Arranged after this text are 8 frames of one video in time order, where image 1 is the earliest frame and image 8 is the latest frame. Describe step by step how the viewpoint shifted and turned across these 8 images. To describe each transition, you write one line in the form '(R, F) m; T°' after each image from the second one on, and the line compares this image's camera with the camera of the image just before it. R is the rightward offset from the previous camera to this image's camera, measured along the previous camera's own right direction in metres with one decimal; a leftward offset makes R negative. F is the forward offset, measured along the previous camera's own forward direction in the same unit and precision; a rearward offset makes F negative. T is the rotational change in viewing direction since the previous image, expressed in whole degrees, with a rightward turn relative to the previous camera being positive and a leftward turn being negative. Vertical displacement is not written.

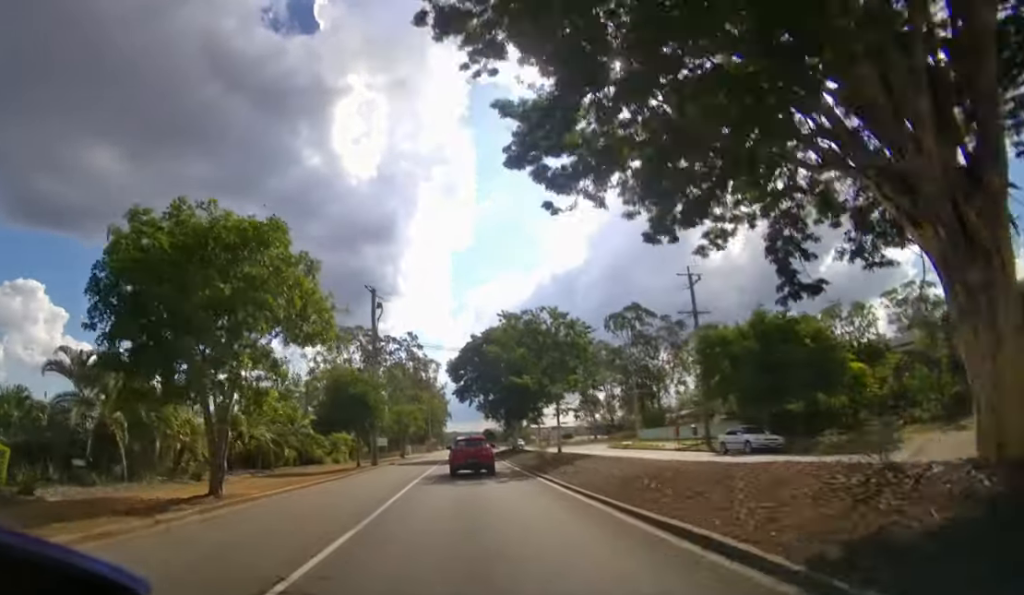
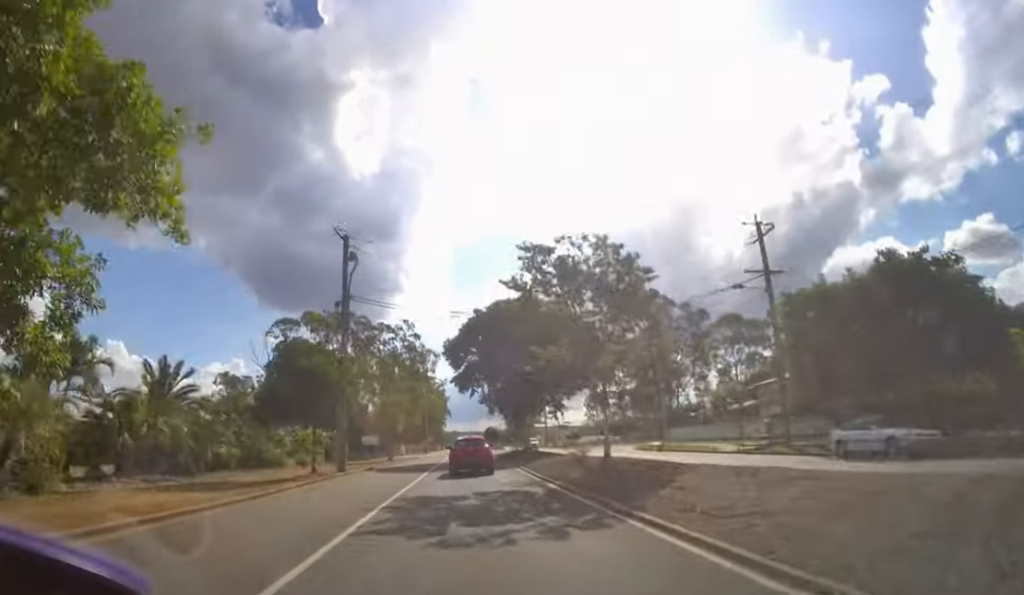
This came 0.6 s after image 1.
(0.0, +9.1) m; 0°
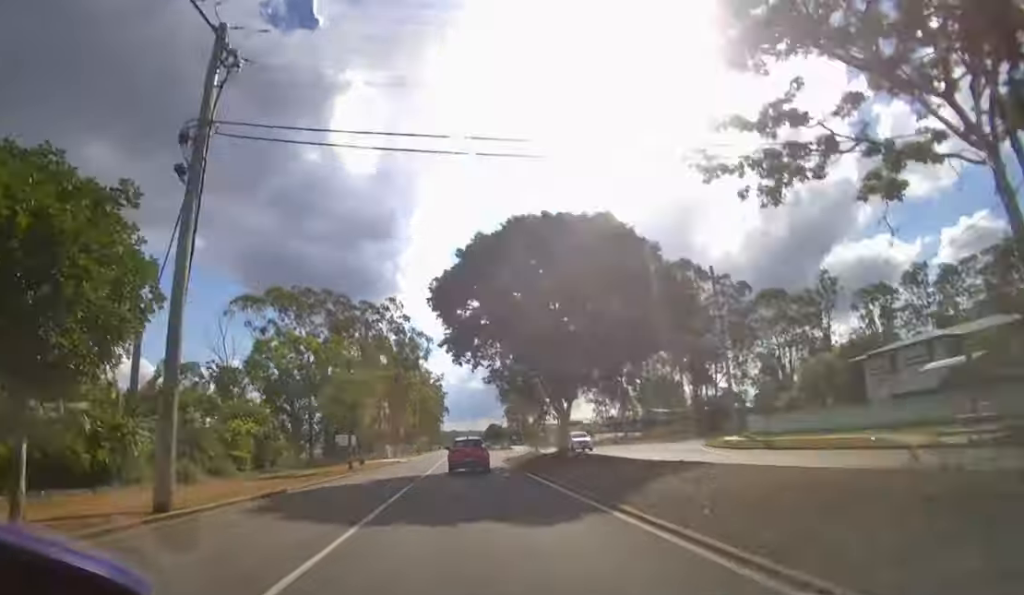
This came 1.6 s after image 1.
(0.0, +14.8) m; 0°
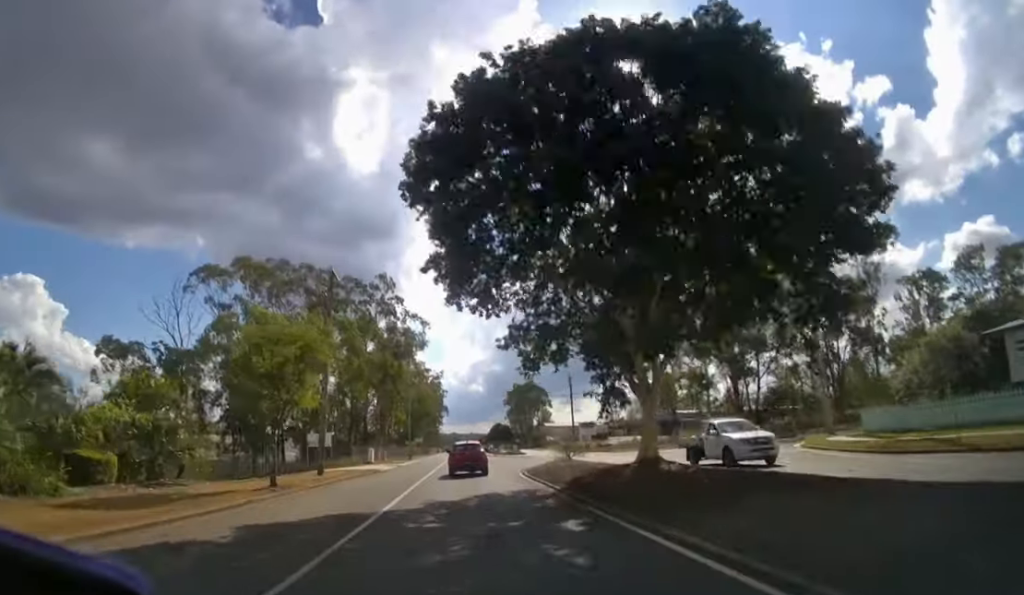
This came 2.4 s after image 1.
(0.0, +11.0) m; 0°
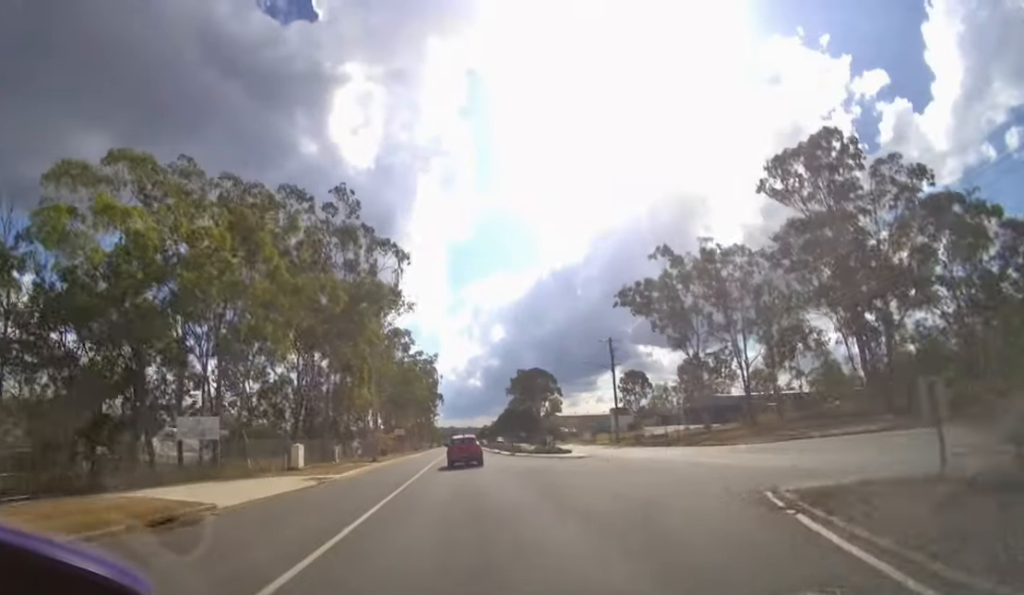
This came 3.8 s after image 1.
(-0.1, +20.3) m; 0°
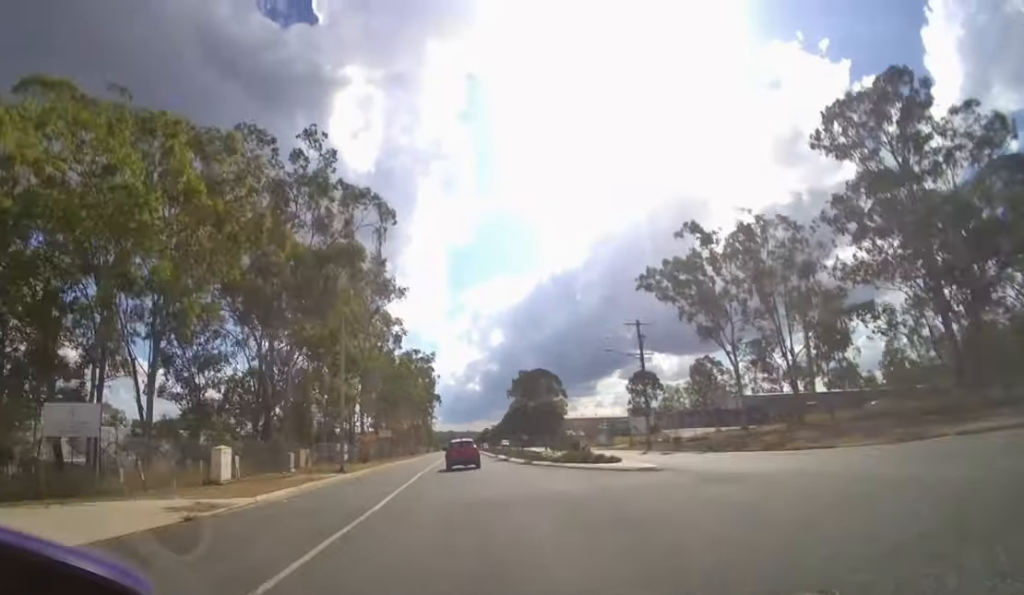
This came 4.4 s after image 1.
(0.0, +8.1) m; 0°
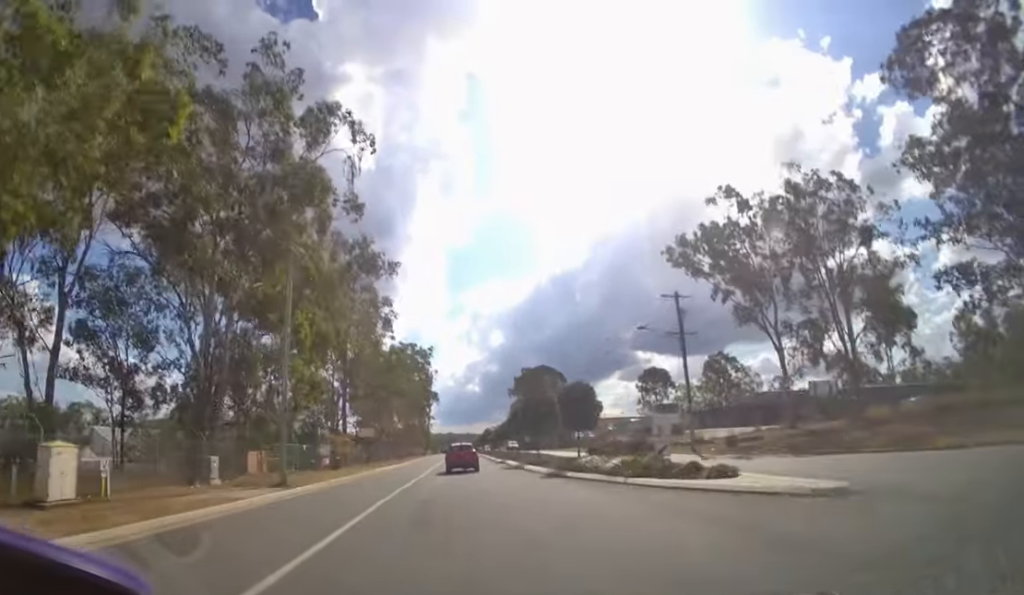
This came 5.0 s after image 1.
(0.0, +7.8) m; 0°
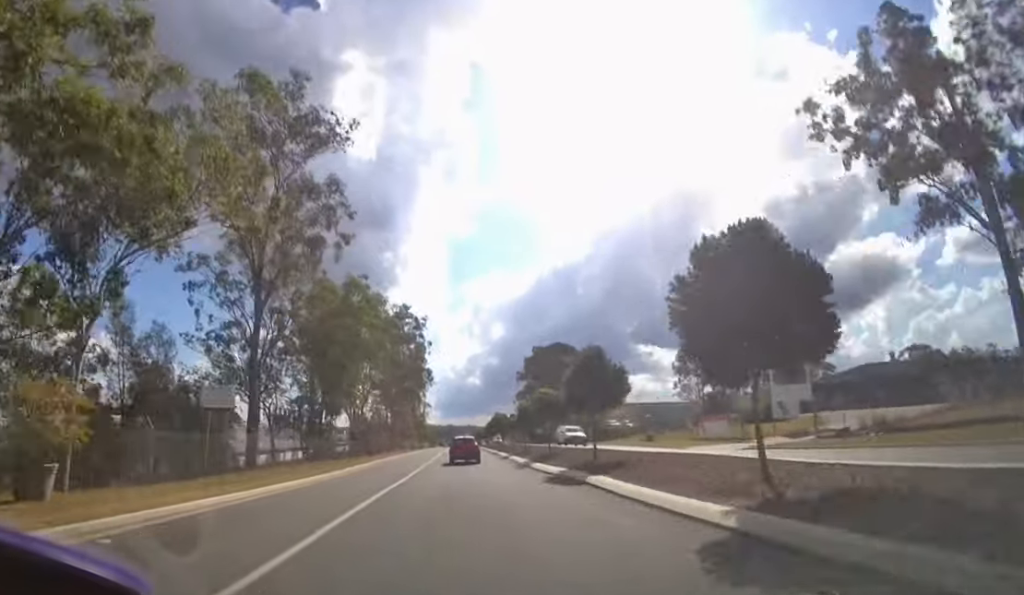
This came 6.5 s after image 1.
(0.0, +24.4) m; 0°
